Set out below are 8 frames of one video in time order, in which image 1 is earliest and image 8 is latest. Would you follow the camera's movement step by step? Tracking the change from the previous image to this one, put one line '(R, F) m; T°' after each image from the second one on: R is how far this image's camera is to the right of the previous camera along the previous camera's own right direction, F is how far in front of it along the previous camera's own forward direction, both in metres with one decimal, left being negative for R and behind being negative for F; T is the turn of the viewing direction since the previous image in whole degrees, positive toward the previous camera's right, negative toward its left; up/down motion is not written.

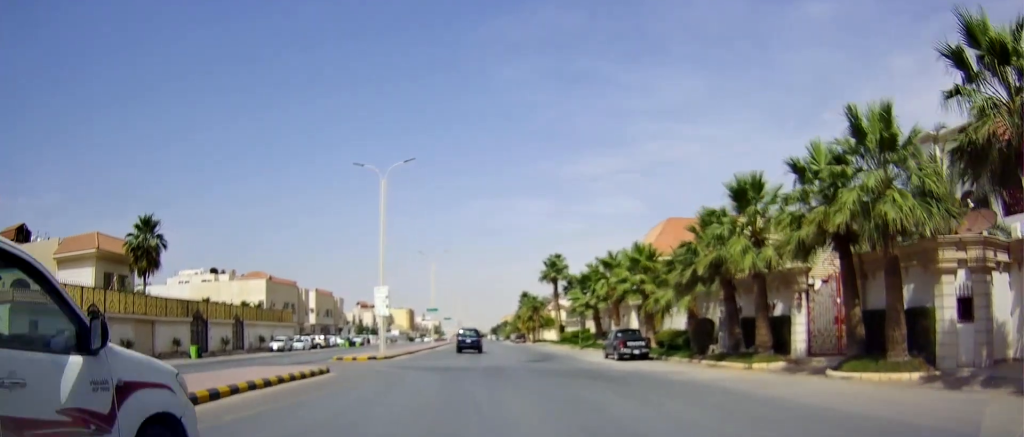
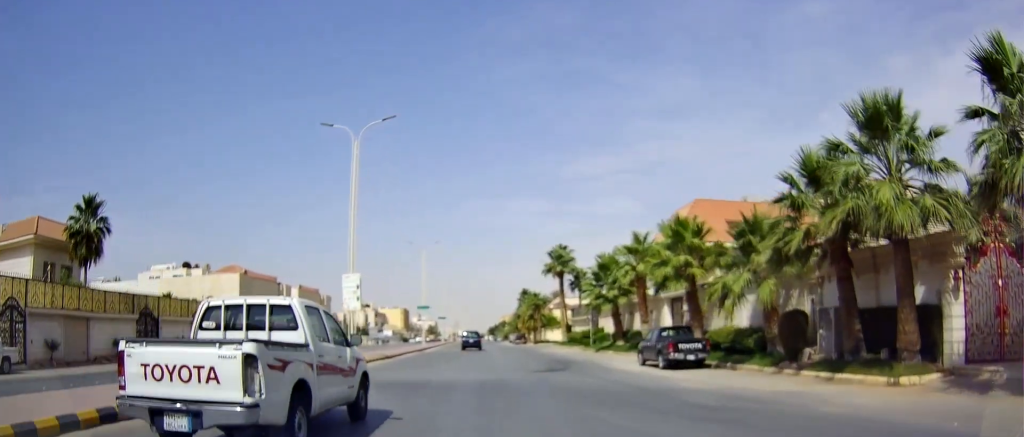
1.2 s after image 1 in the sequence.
(-0.1, +8.3) m; 0°
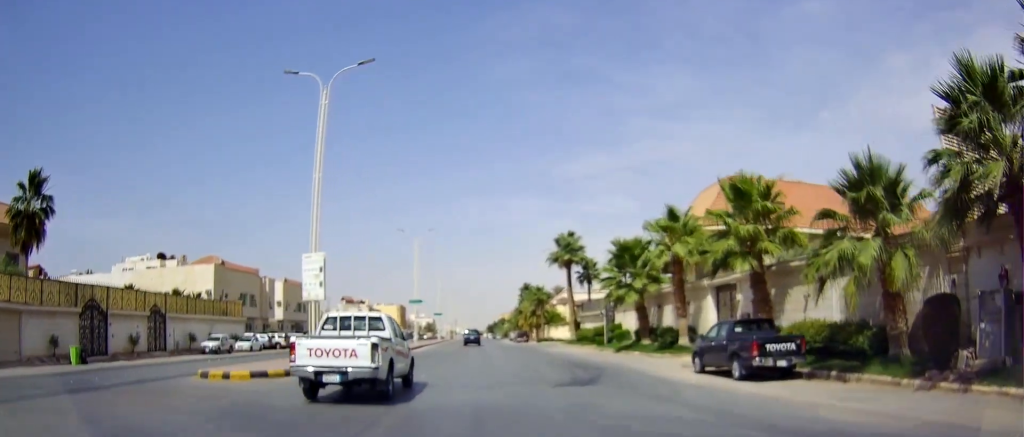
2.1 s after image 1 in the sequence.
(+0.2, +7.1) m; 0°
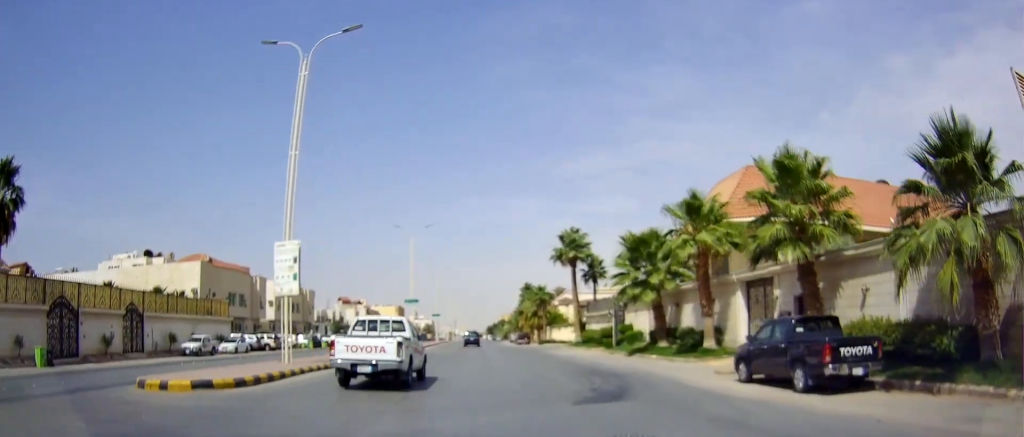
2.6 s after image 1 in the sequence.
(0.0, +3.5) m; -1°
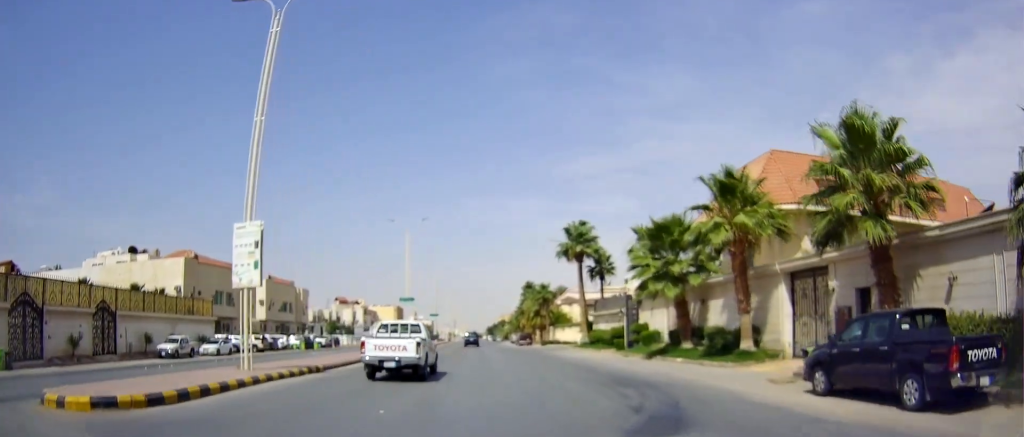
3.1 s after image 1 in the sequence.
(-0.1, +3.9) m; -1°
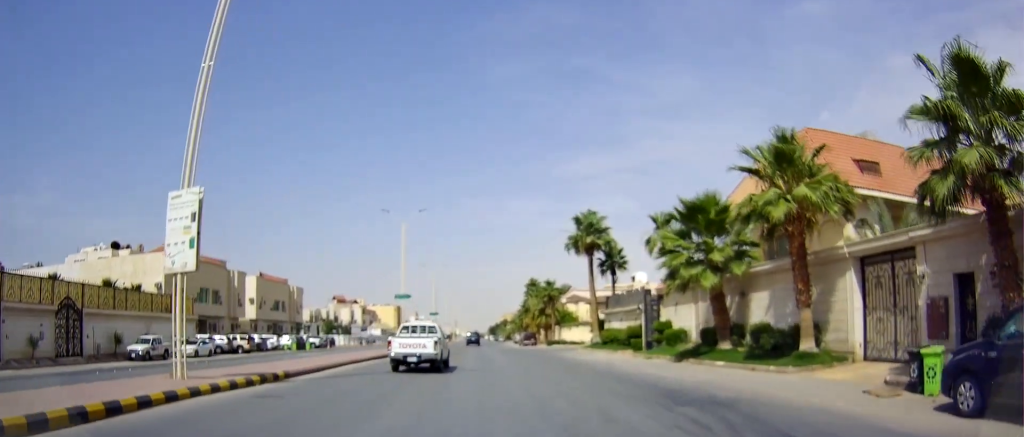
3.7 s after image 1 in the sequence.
(0.0, +4.4) m; +1°
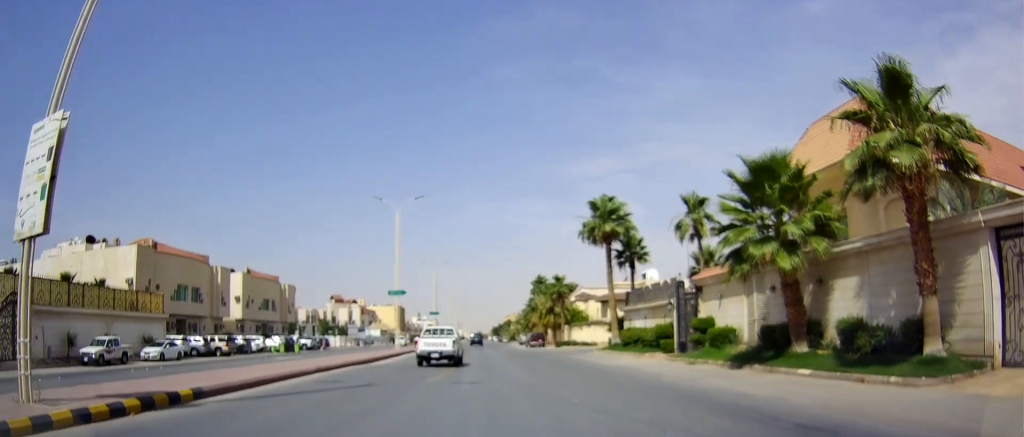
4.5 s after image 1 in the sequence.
(0.0, +5.8) m; +3°
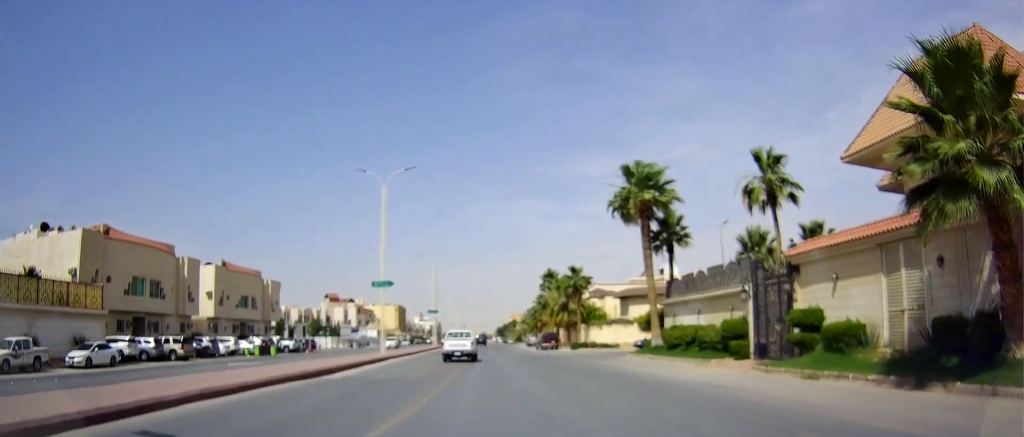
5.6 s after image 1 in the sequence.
(+0.3, +8.9) m; -1°
